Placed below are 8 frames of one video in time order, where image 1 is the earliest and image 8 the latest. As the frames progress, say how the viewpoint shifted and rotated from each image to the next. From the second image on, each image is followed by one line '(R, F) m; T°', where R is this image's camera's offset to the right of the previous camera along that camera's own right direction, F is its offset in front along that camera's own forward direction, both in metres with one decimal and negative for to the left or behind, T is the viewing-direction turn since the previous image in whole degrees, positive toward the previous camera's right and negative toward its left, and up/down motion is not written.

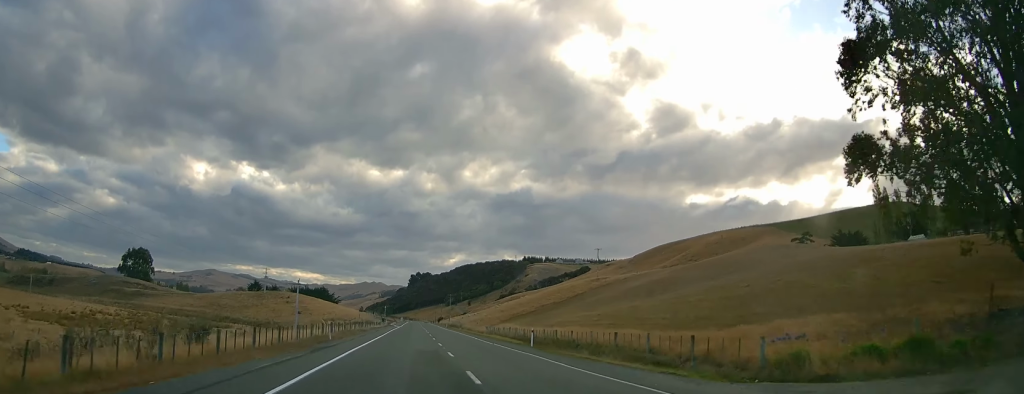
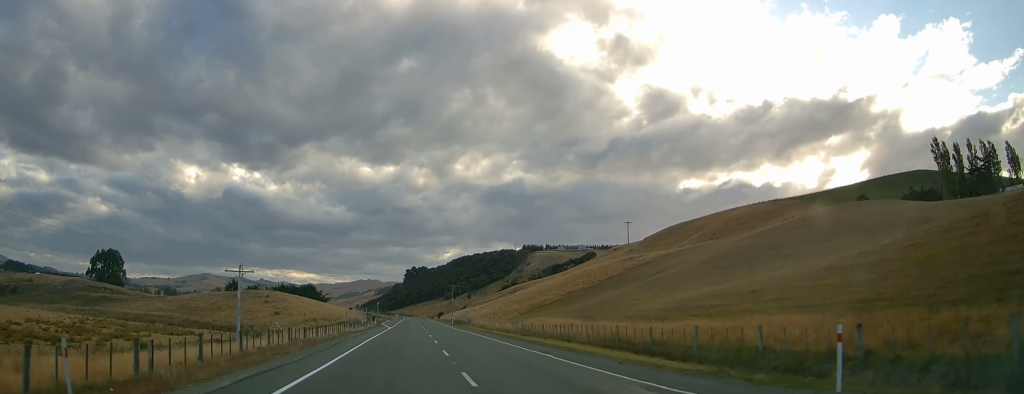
(+0.4, +29.9) m; +2°
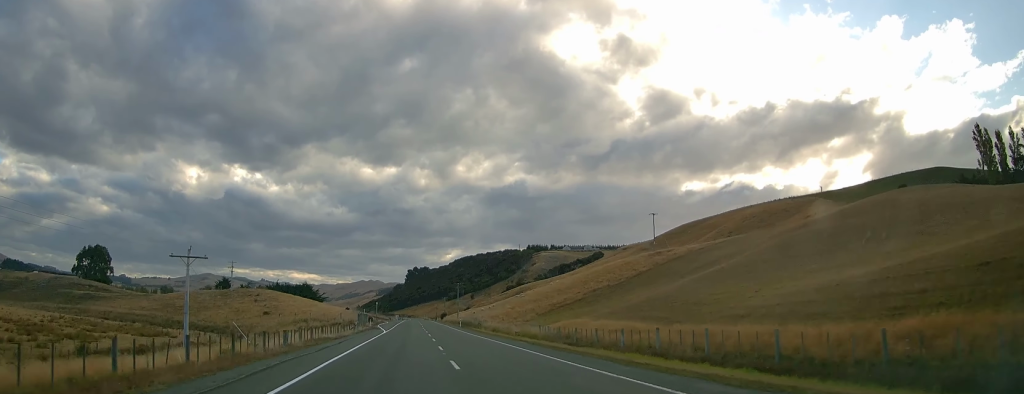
(+0.3, +15.6) m; -1°
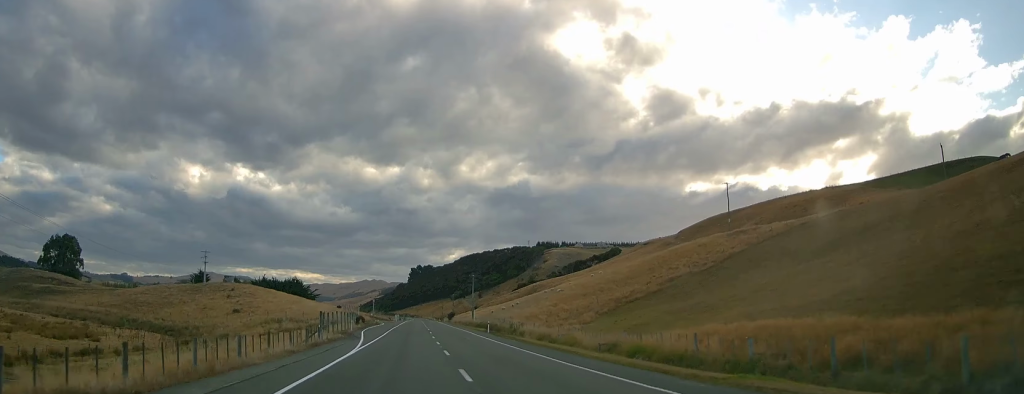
(-0.6, +32.2) m; -1°
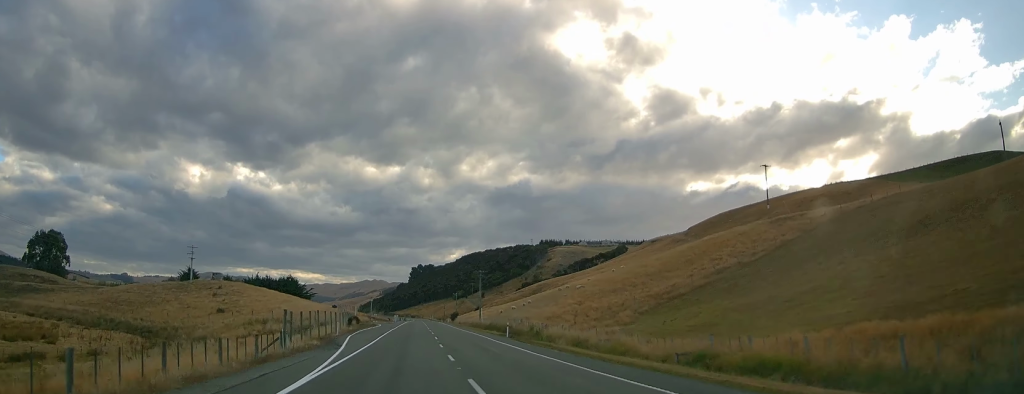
(0.0, +12.3) m; 0°
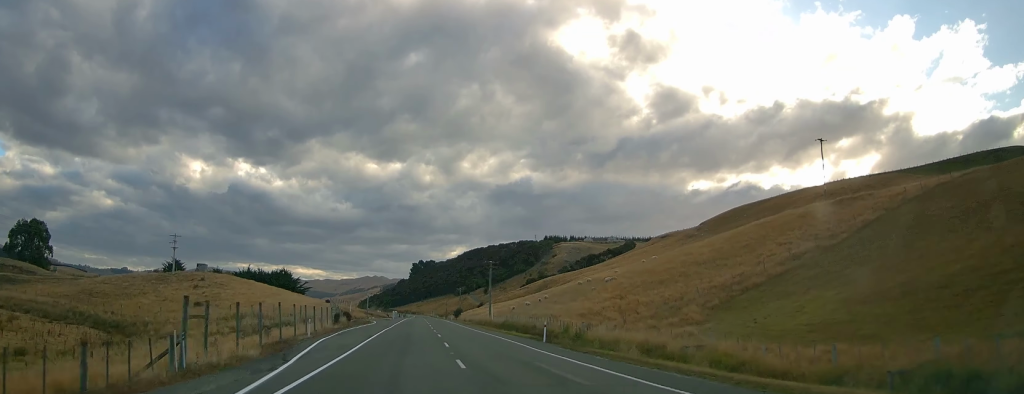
(+0.3, +14.1) m; 0°
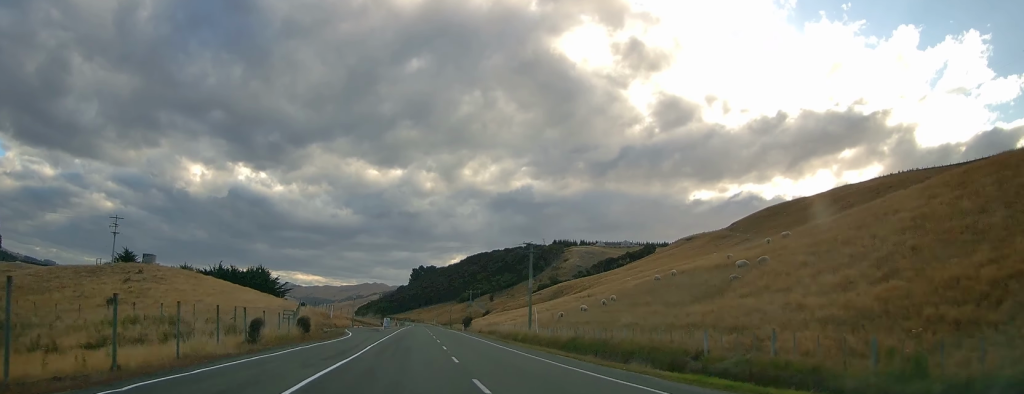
(-0.4, +34.5) m; 0°
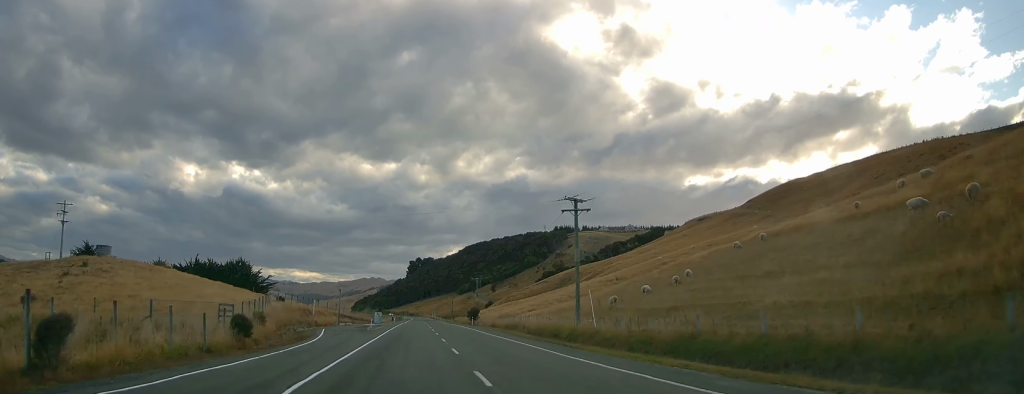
(+0.3, +19.6) m; +1°
